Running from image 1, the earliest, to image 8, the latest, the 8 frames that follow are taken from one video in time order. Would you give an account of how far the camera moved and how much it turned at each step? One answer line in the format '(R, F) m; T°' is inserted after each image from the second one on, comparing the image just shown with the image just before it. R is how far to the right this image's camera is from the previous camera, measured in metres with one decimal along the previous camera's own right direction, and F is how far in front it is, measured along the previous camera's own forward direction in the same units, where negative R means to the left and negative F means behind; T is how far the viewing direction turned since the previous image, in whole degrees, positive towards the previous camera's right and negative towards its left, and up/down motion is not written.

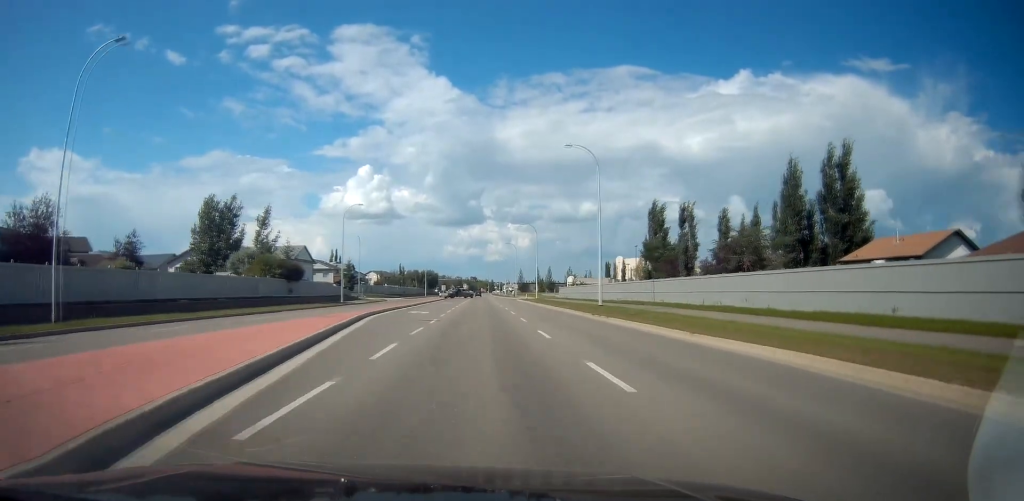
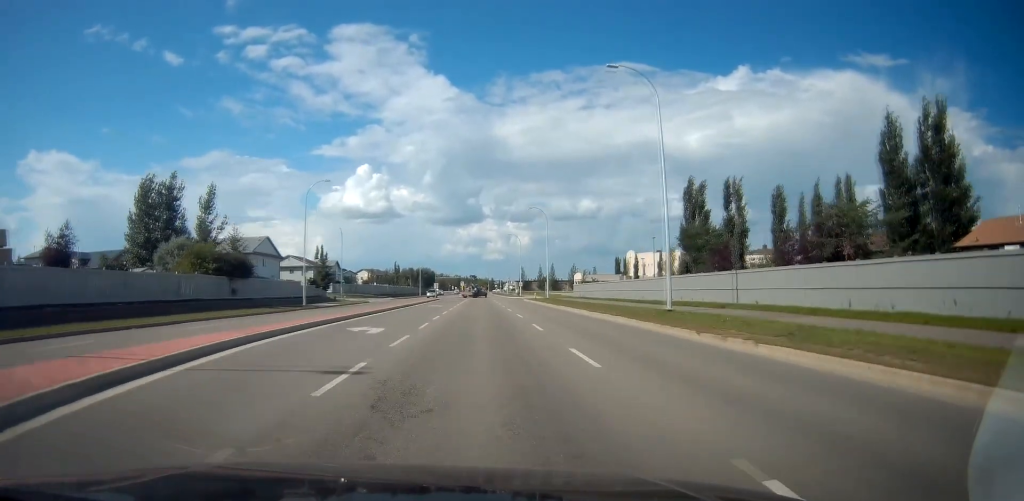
(0.0, +15.7) m; 0°
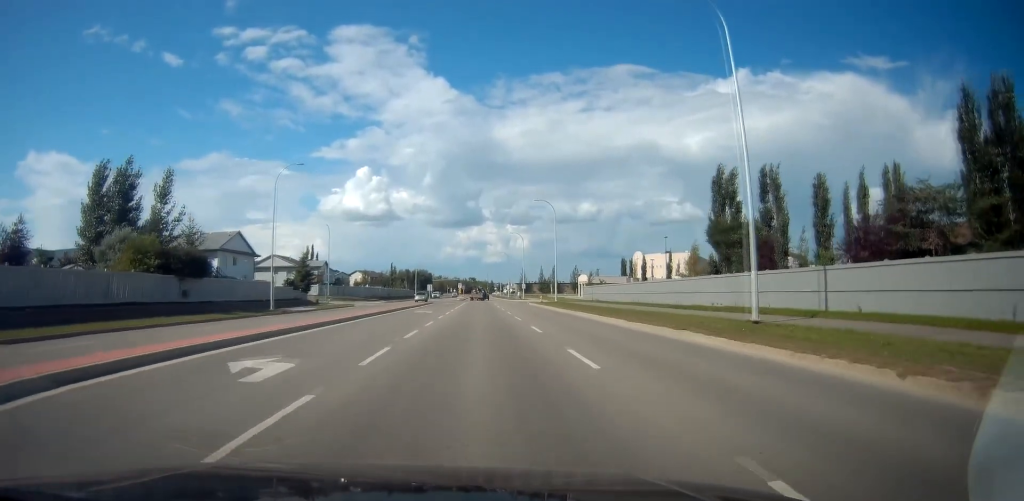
(0.0, +9.0) m; 0°
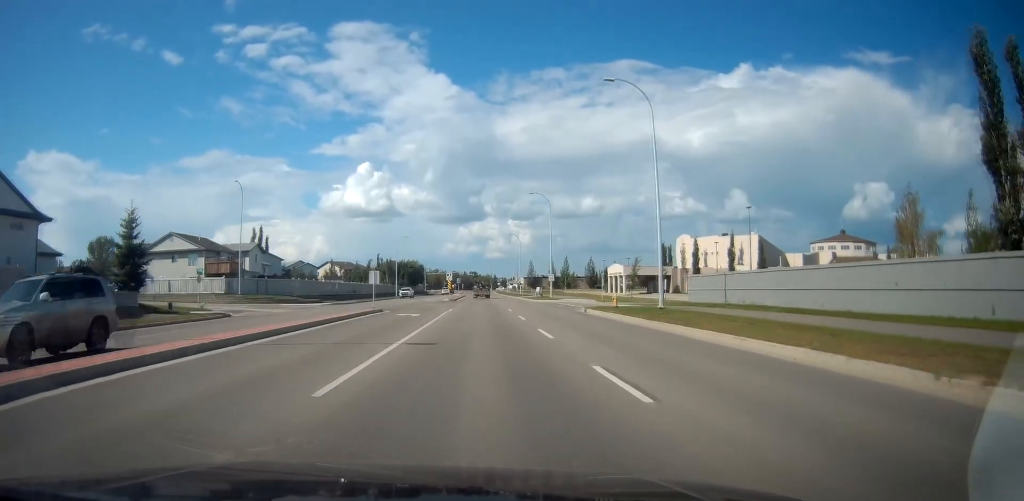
(0.0, +39.3) m; 0°
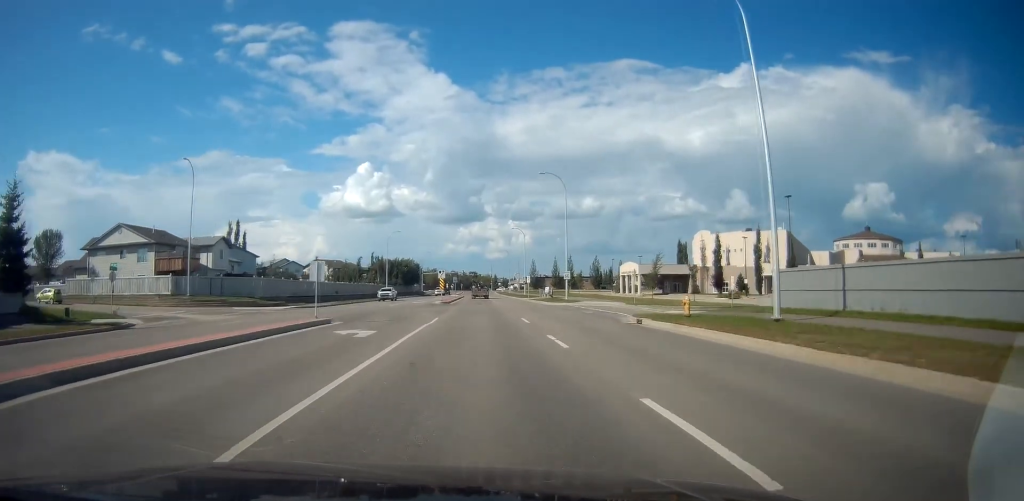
(0.0, +12.0) m; 0°
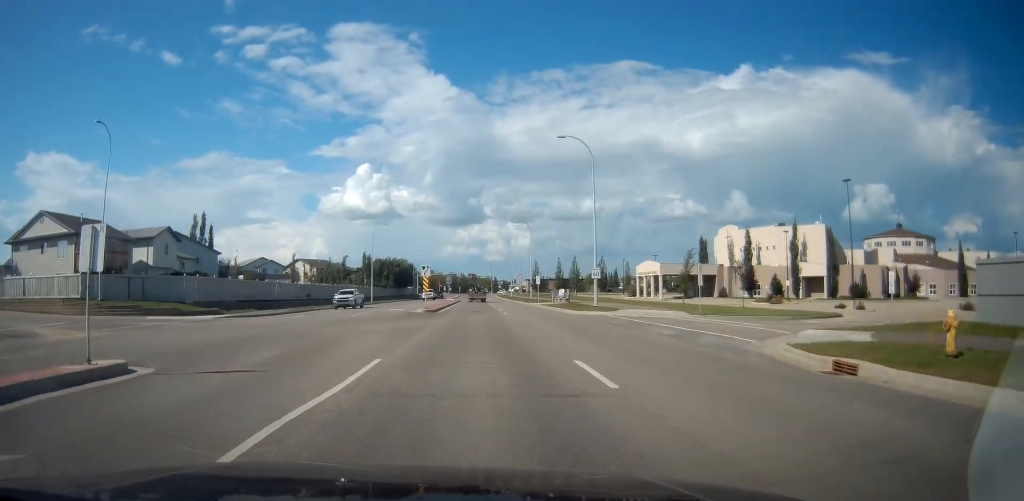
(0.0, +13.9) m; 0°
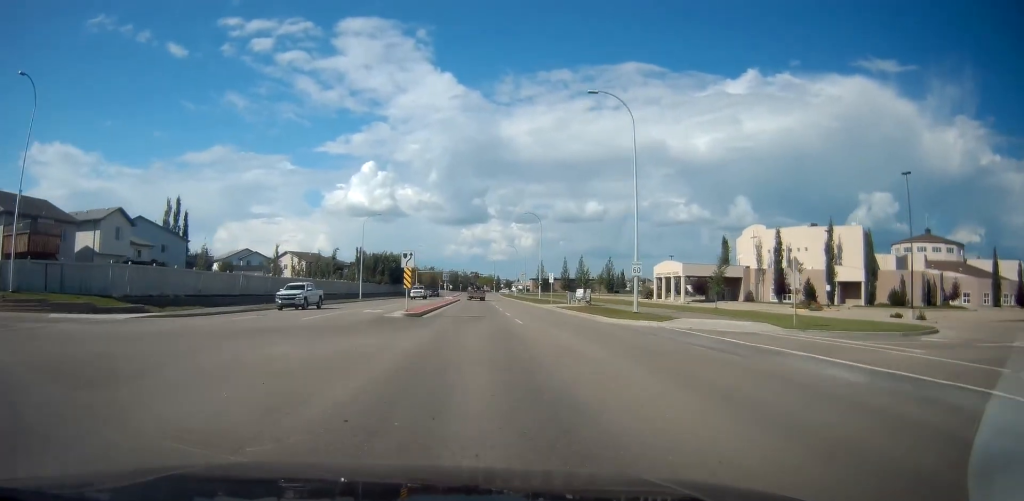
(+0.1, +10.0) m; -1°
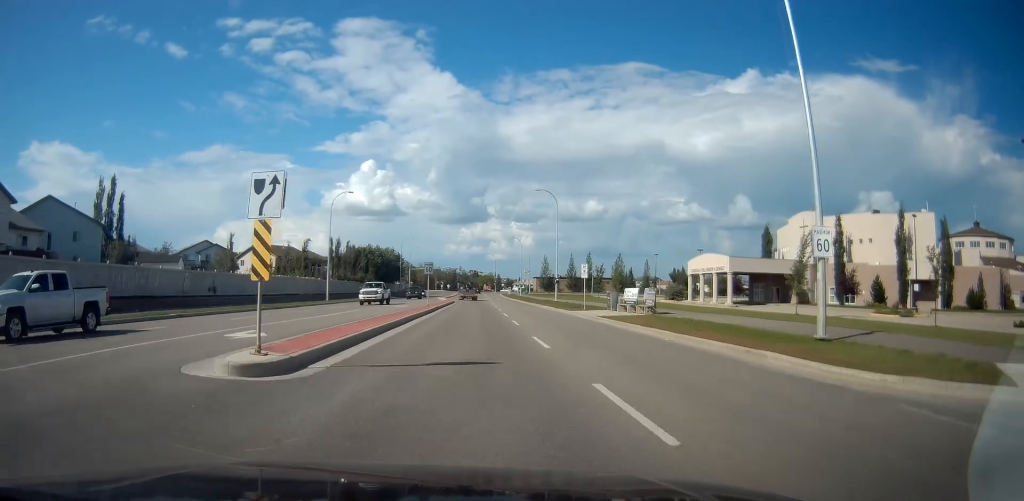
(-0.5, +17.1) m; 0°
